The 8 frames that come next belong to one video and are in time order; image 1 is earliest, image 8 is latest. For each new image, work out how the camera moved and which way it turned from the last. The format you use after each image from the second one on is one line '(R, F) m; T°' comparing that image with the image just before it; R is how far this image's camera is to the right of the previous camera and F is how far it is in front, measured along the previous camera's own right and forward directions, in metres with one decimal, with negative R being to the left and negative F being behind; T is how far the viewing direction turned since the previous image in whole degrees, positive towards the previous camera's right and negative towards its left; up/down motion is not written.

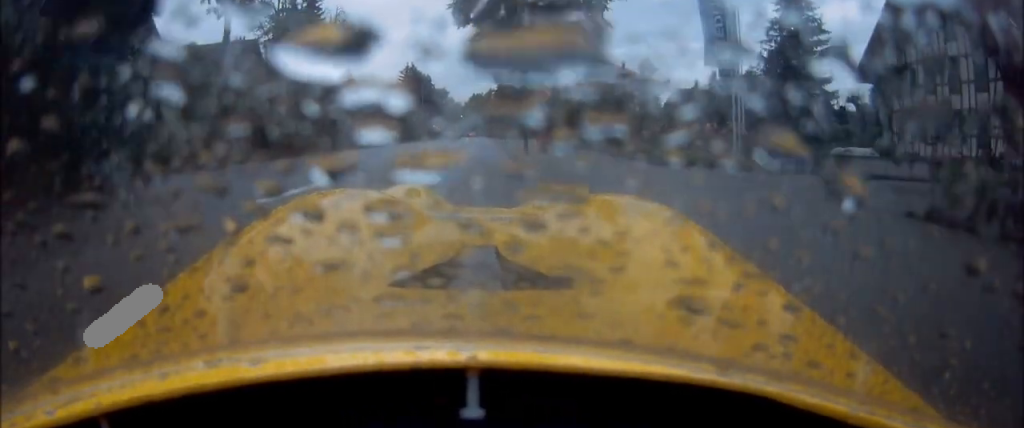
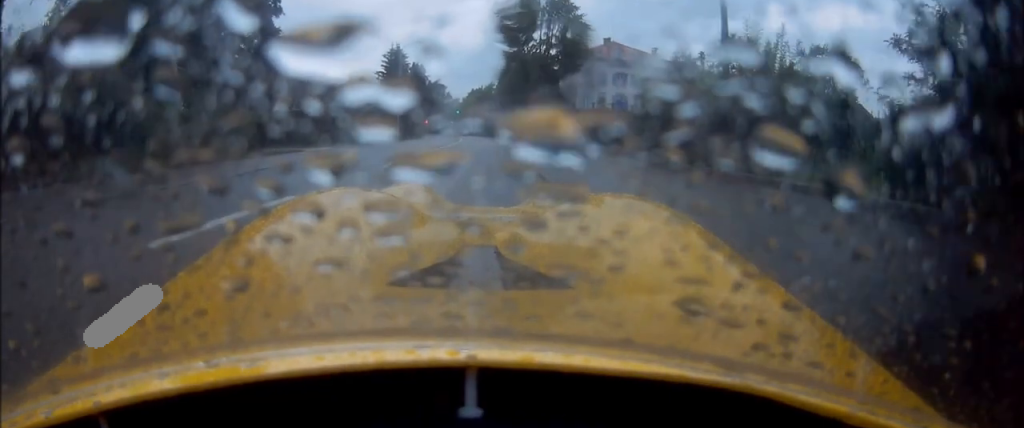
(-0.4, +19.6) m; -2°
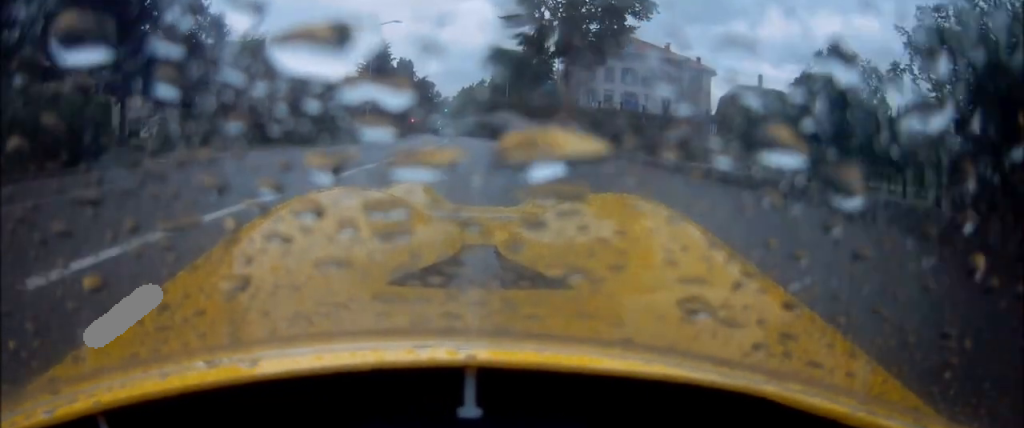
(-0.1, +10.0) m; -1°
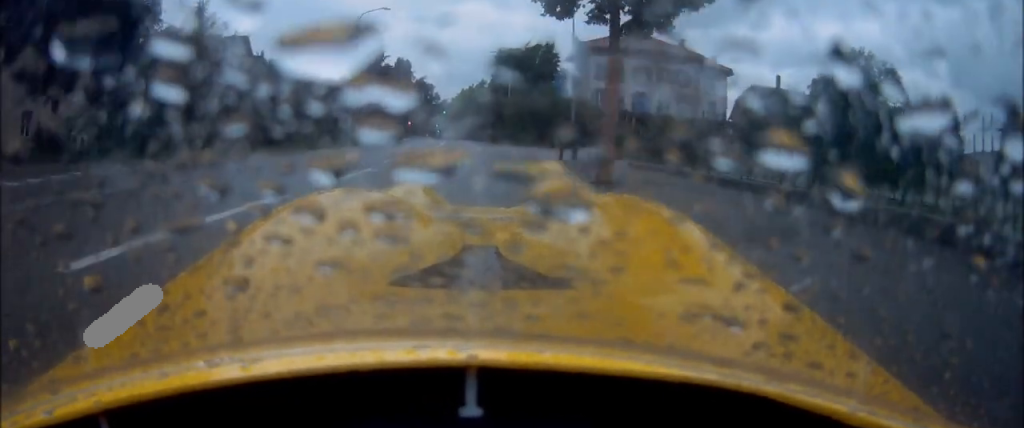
(0.0, +5.6) m; +1°
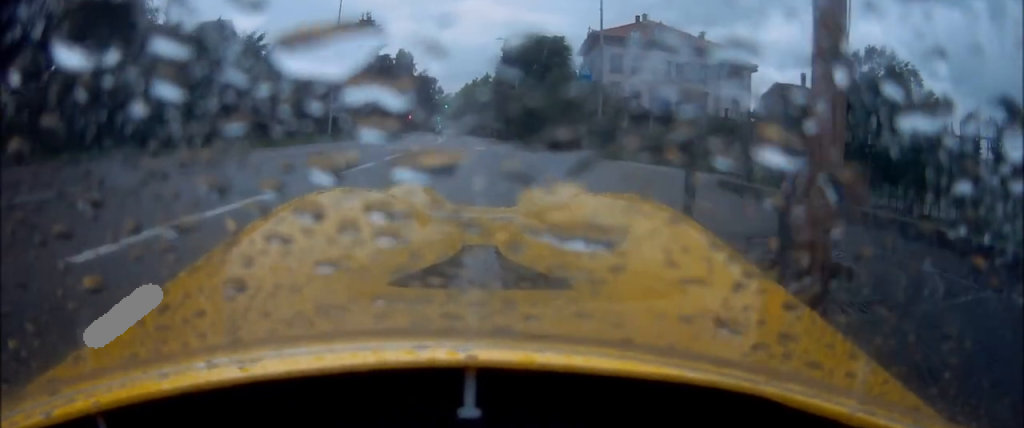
(+0.1, +5.8) m; +1°
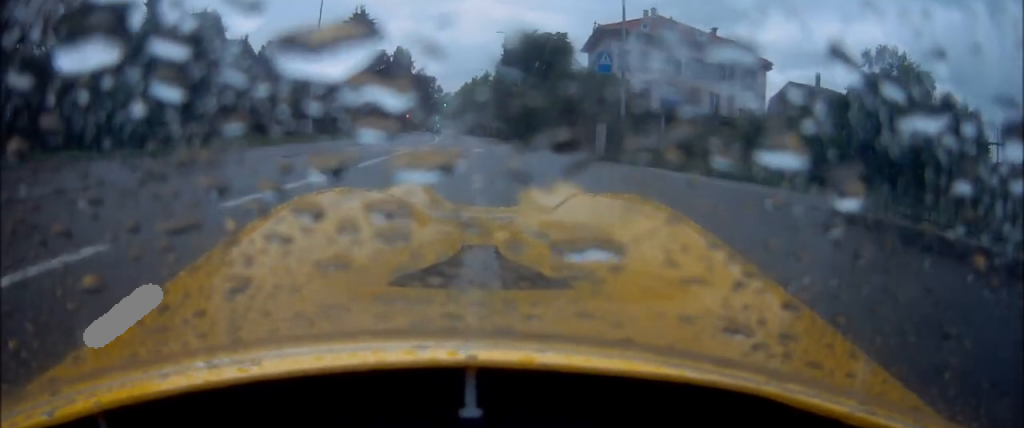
(0.0, +3.7) m; +1°
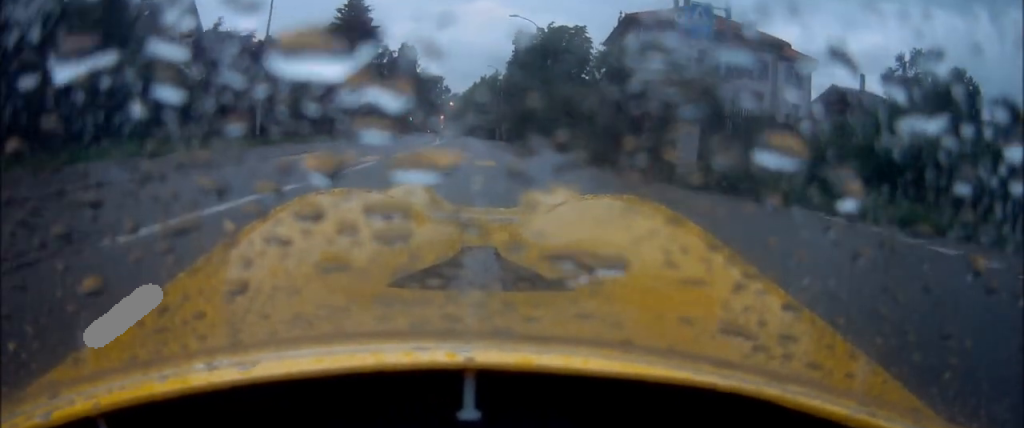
(0.0, +7.9) m; 0°
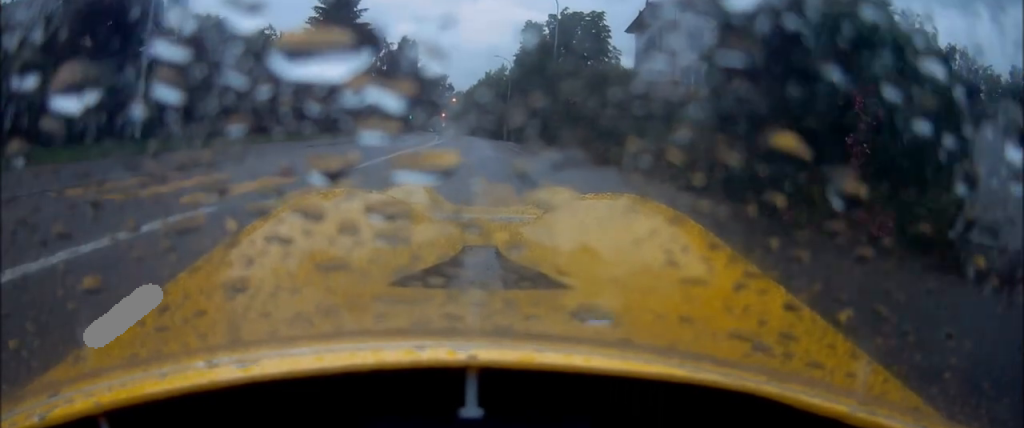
(-0.1, +8.5) m; 0°
